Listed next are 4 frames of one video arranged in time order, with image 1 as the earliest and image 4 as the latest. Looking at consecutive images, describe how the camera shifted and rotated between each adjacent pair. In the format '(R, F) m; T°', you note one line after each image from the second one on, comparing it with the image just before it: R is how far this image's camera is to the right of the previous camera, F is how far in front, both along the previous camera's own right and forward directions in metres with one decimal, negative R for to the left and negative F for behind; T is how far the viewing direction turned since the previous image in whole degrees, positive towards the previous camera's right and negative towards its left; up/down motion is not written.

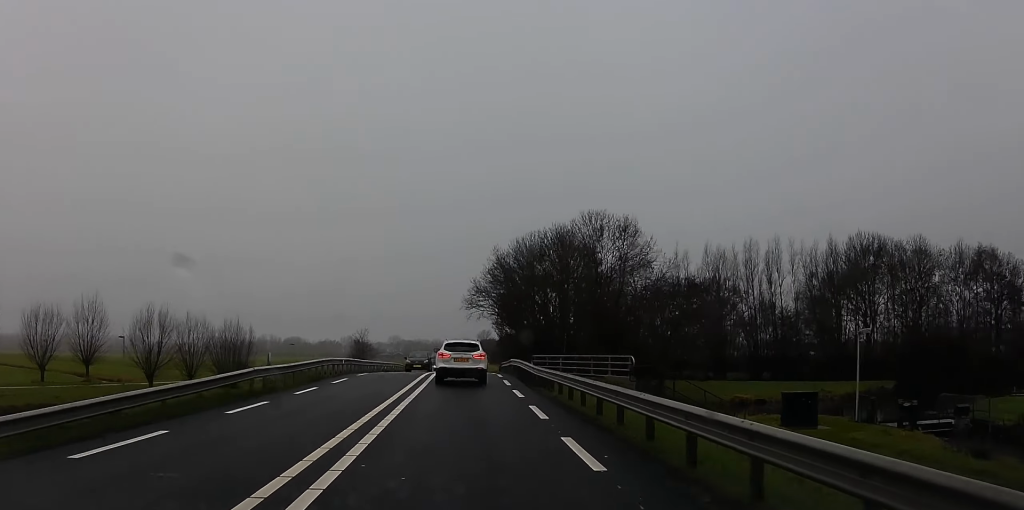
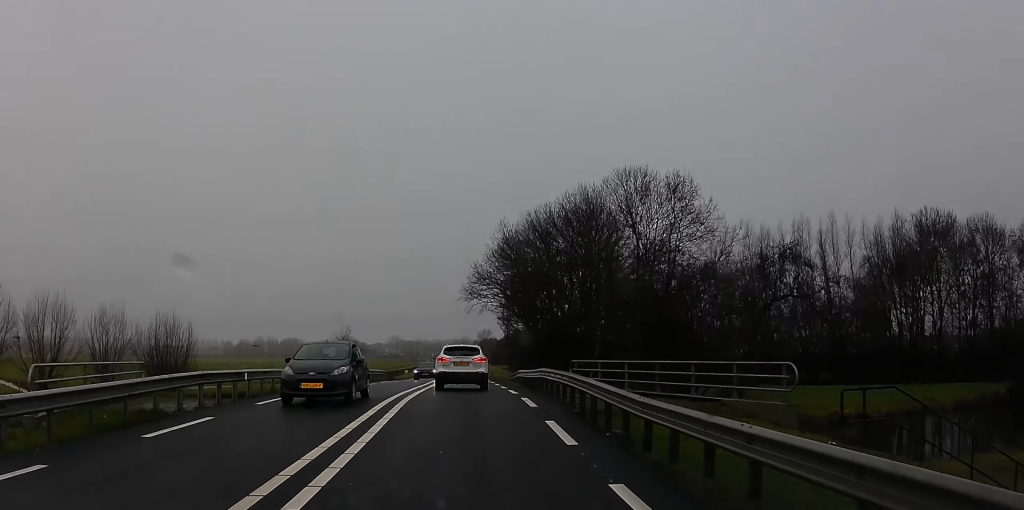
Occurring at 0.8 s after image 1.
(-0.2, +15.9) m; -4°
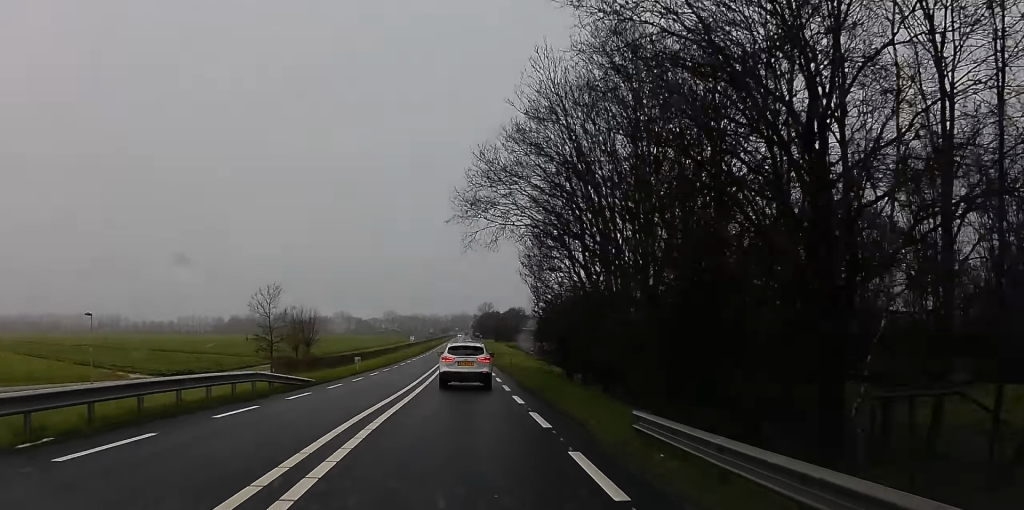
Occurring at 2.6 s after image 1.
(-0.7, +34.6) m; +1°
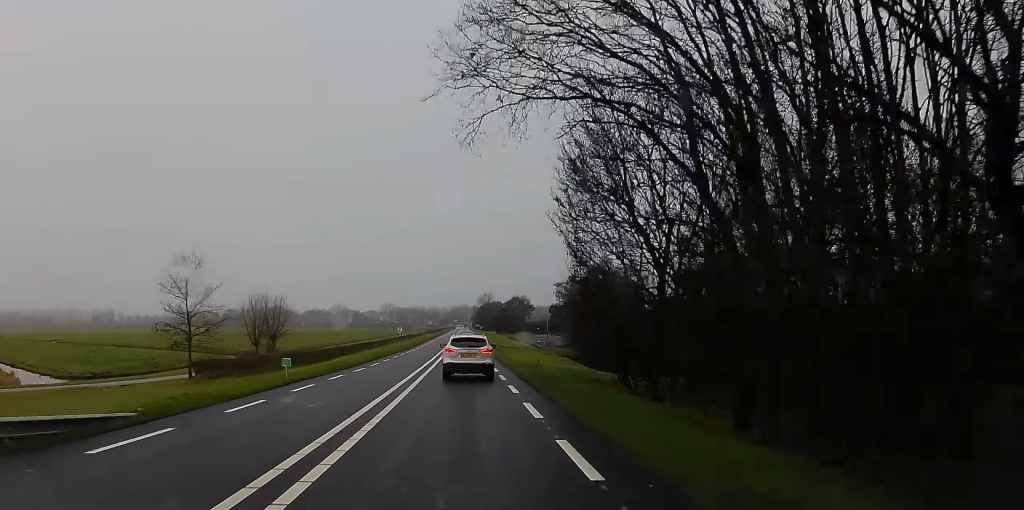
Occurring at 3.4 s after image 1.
(+0.2, +16.4) m; 0°
